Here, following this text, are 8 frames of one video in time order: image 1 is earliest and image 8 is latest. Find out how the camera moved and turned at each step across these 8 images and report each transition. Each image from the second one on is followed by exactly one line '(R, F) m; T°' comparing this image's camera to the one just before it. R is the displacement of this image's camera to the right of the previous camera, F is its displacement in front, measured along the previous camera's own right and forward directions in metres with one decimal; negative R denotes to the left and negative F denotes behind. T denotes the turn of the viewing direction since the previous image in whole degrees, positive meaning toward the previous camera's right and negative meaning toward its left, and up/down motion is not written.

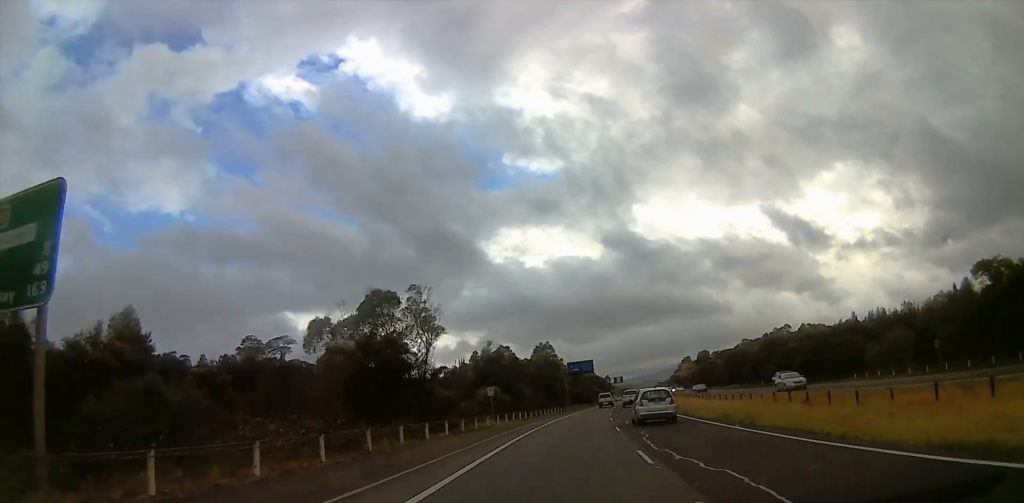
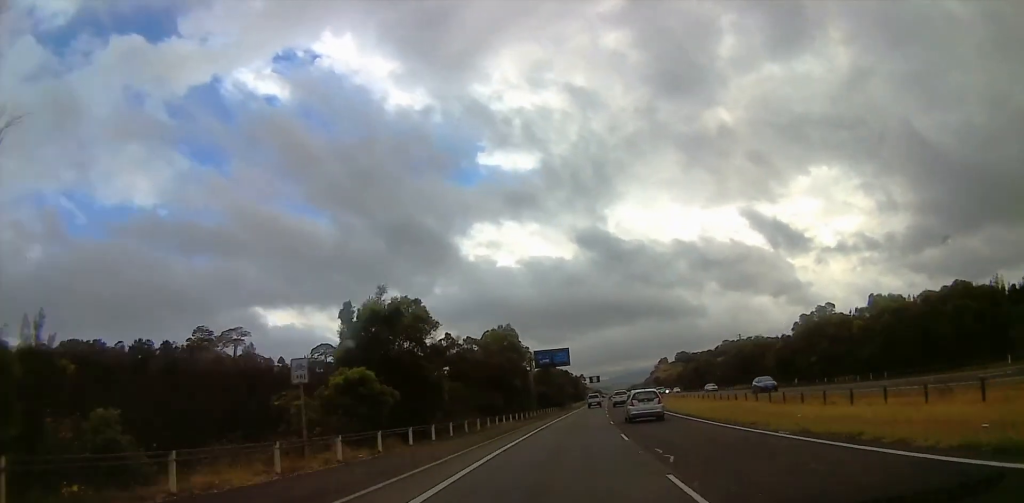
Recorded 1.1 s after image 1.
(+0.5, +27.5) m; +3°
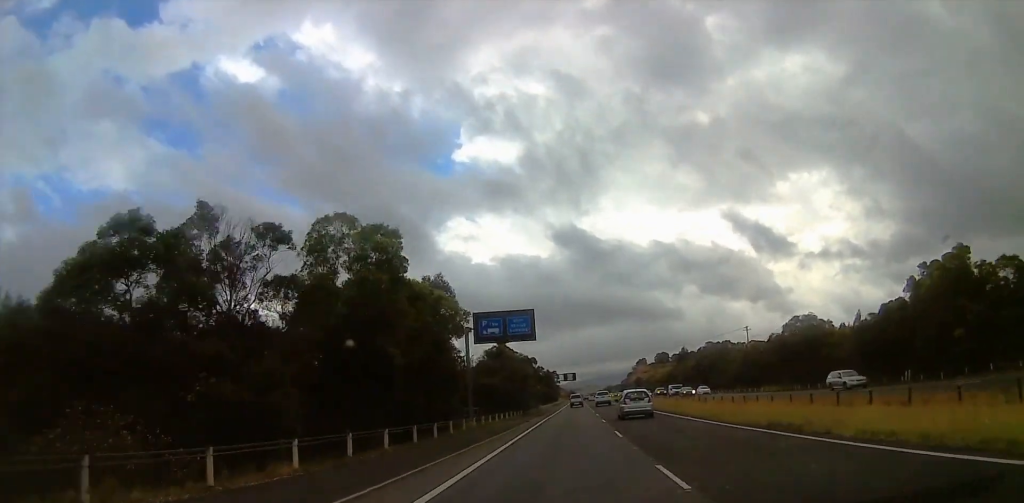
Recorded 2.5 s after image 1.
(+1.0, +34.5) m; +2°
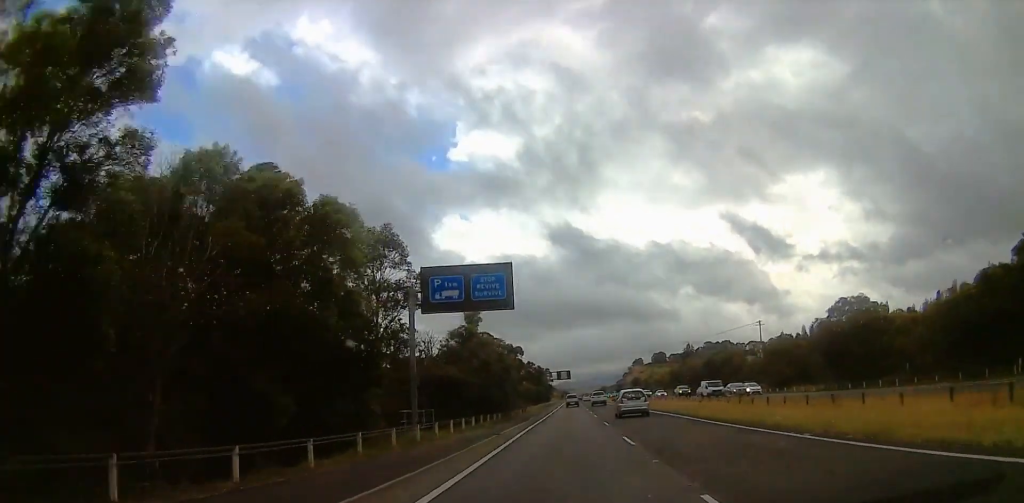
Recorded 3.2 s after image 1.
(-0.1, +15.9) m; +1°
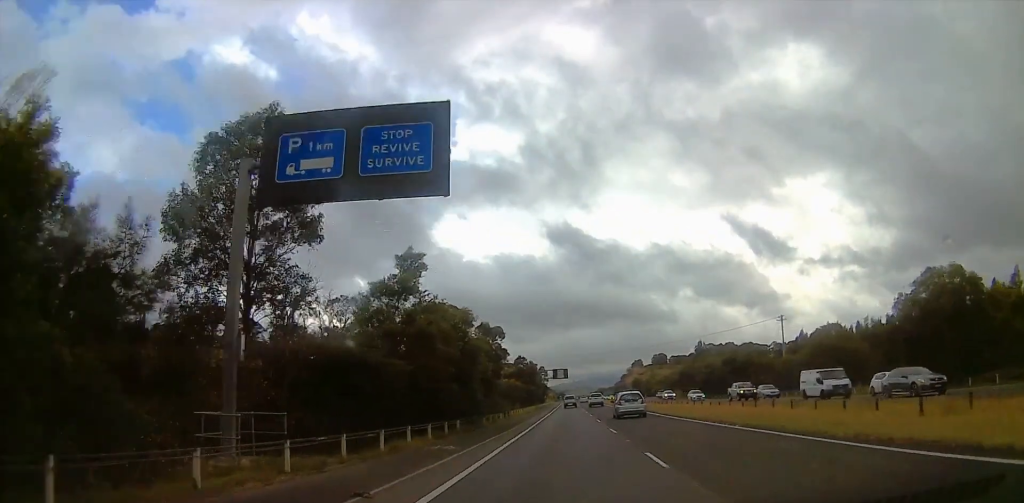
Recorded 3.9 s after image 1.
(+0.4, +17.9) m; 0°
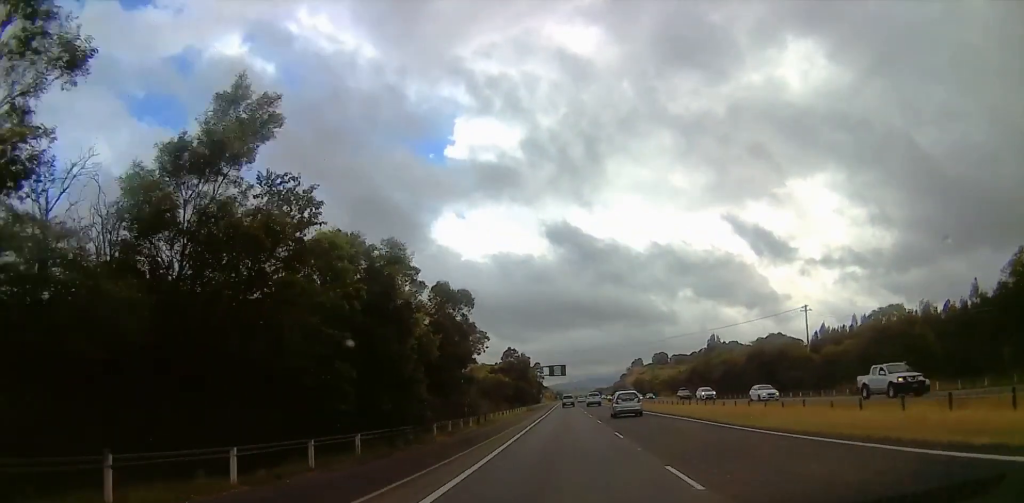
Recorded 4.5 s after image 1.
(+0.1, +15.0) m; 0°
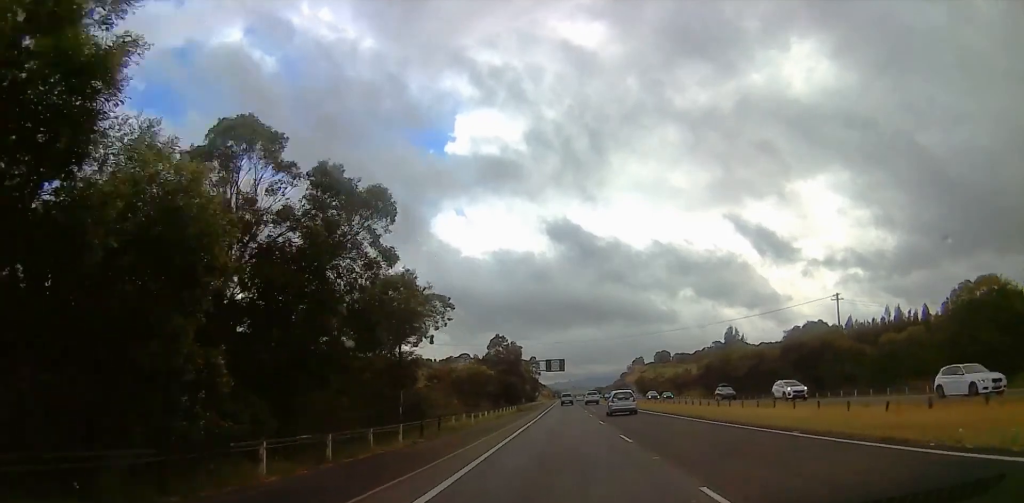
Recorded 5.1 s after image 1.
(-0.4, +15.0) m; -1°
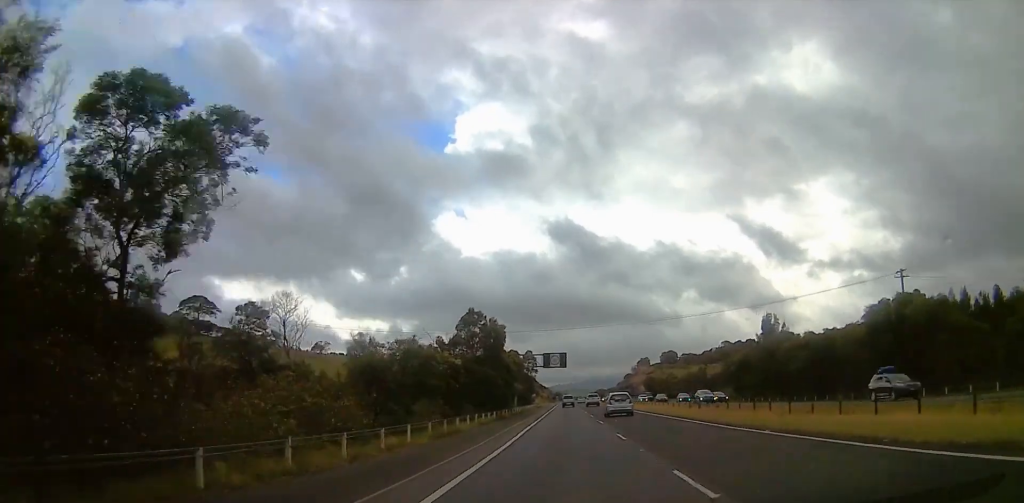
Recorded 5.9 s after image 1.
(-0.1, +21.0) m; +1°
